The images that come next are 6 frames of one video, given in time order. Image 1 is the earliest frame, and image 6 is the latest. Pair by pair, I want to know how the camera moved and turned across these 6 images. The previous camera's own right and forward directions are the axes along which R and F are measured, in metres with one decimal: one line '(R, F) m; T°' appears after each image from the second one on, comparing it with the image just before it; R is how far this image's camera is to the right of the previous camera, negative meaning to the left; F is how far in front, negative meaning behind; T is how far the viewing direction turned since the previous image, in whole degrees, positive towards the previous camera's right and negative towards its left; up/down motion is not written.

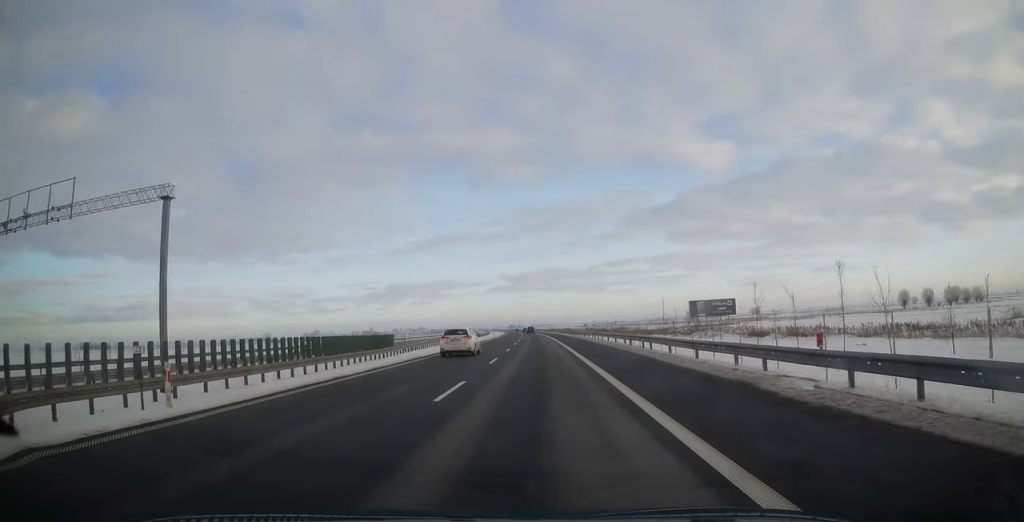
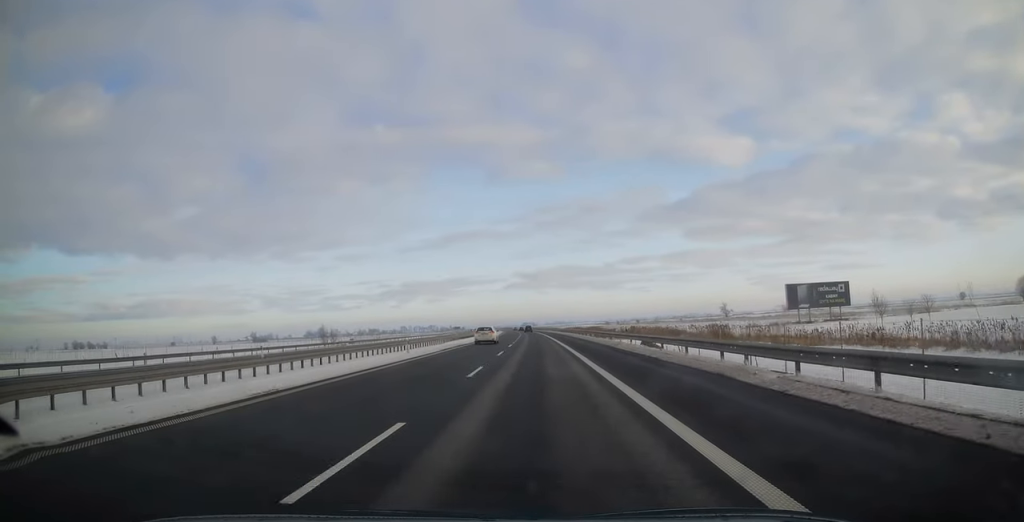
(-1.3, +78.3) m; -1°
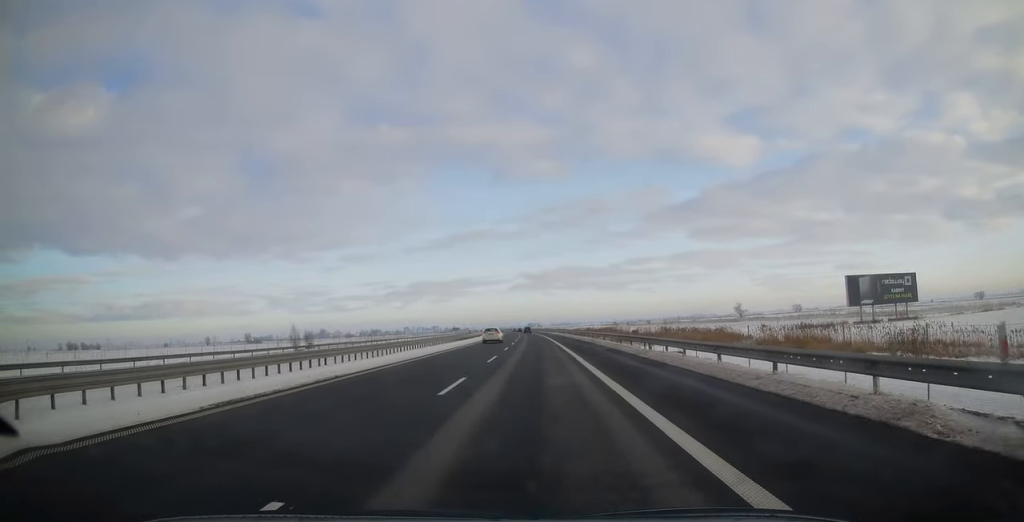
(+0.2, +28.0) m; -1°
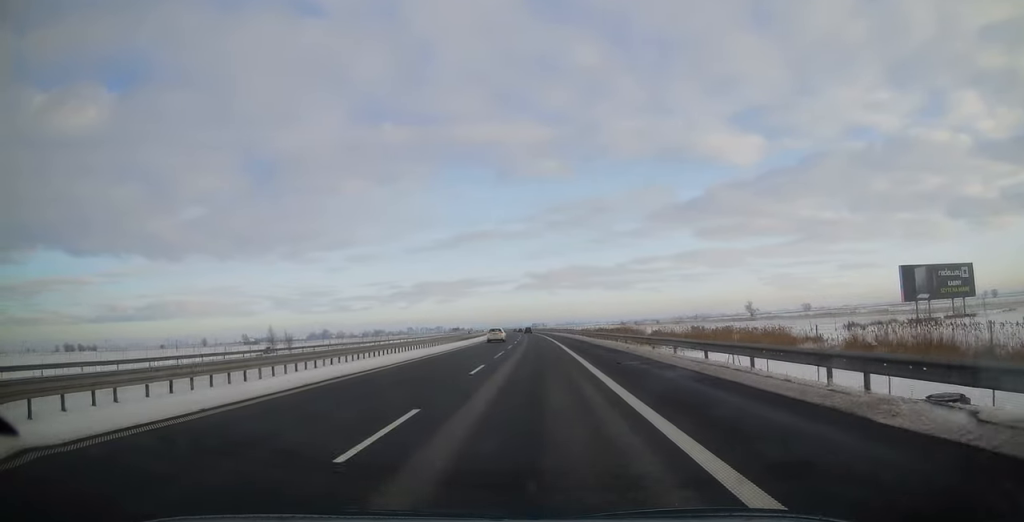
(-0.1, +18.3) m; 0°
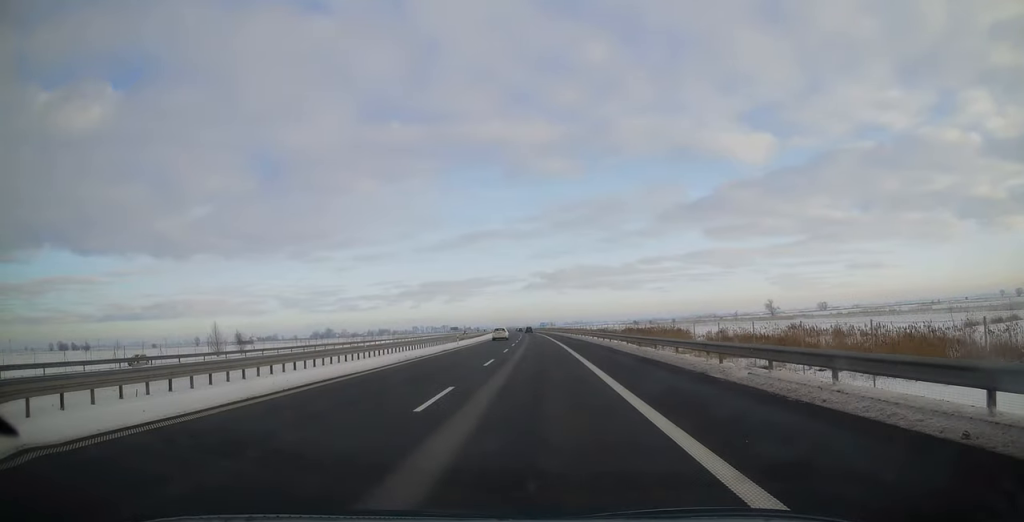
(-0.5, +32.2) m; -1°
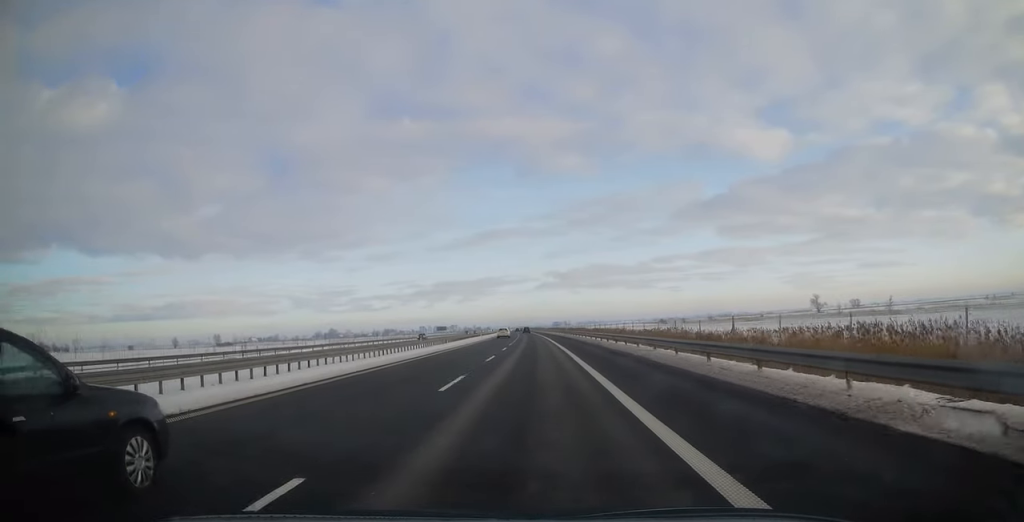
(-0.8, +68.4) m; -2°
